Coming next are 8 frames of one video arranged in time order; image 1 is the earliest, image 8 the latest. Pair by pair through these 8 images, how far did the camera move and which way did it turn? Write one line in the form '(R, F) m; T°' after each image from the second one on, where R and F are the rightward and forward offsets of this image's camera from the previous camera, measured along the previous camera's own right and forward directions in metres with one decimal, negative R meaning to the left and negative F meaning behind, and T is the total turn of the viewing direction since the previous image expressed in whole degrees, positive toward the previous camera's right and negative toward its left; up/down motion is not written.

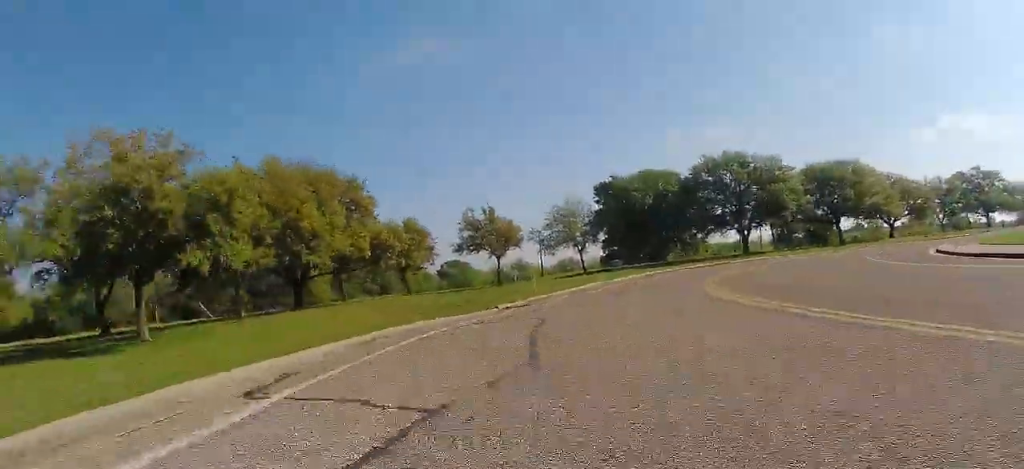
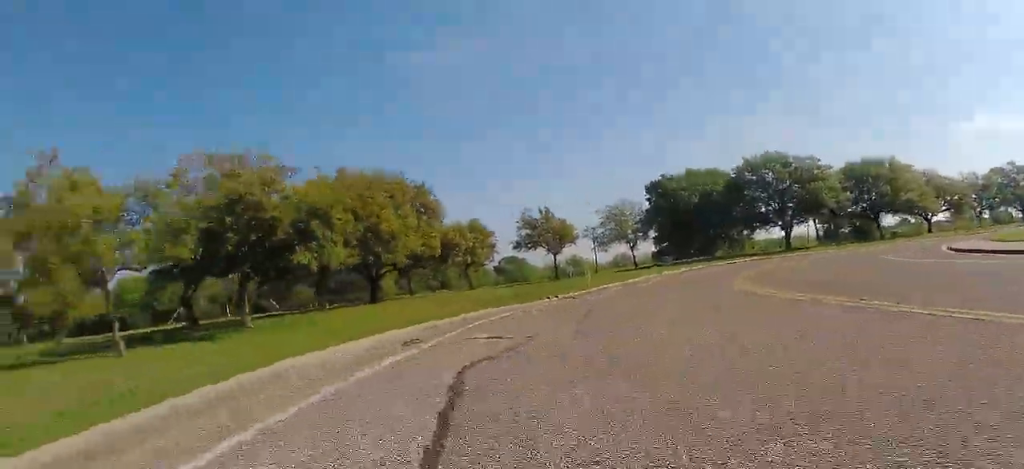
(0.0, +3.6) m; -4°
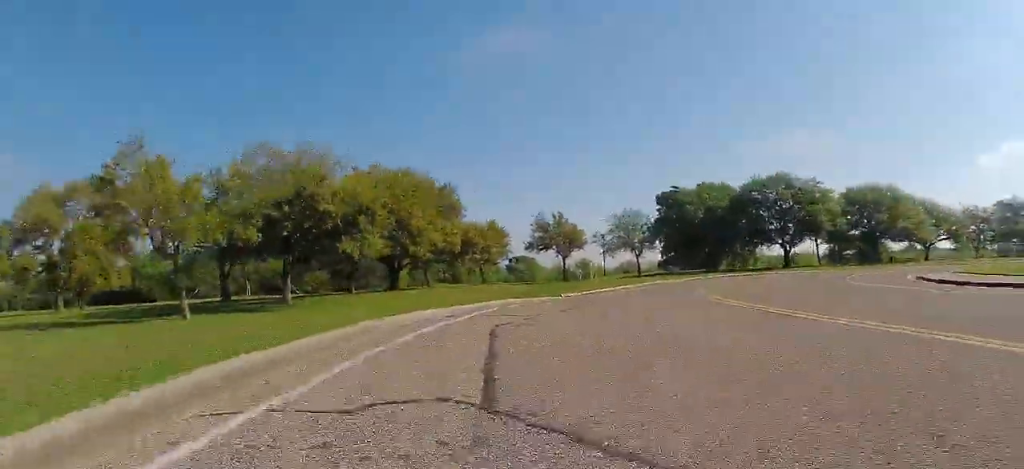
(+0.2, +3.6) m; -5°
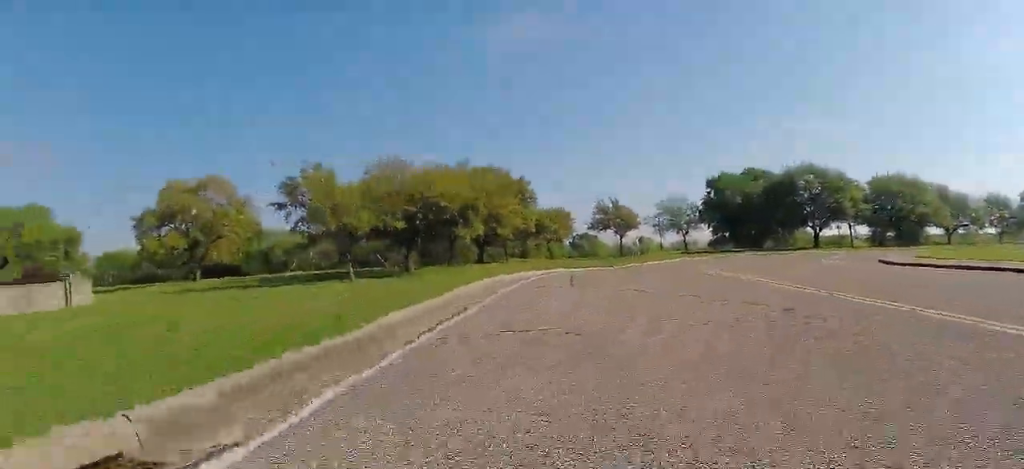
(-1.8, +10.2) m; -13°
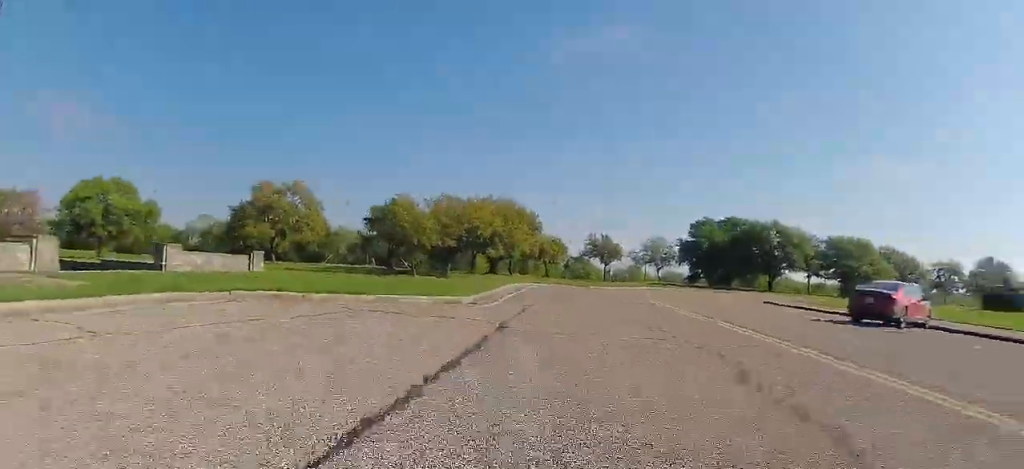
(-0.9, +16.7) m; -5°
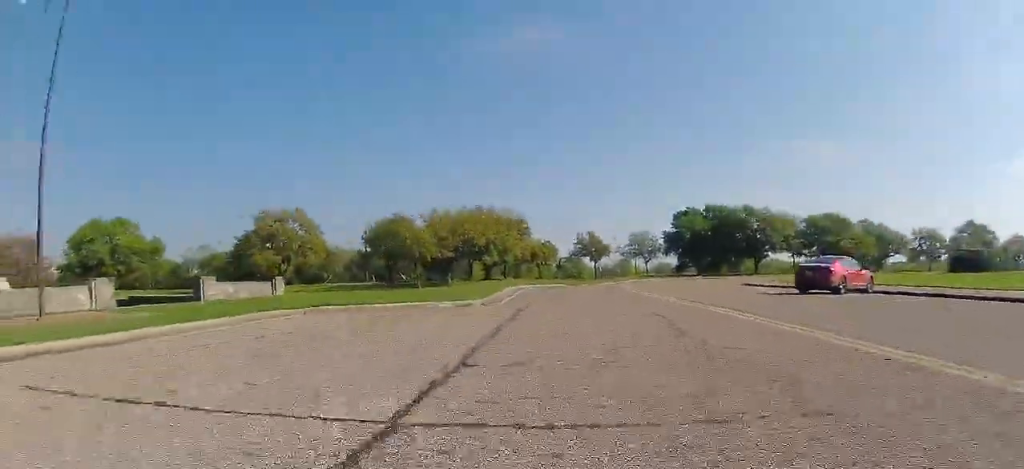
(0.0, +4.1) m; 0°
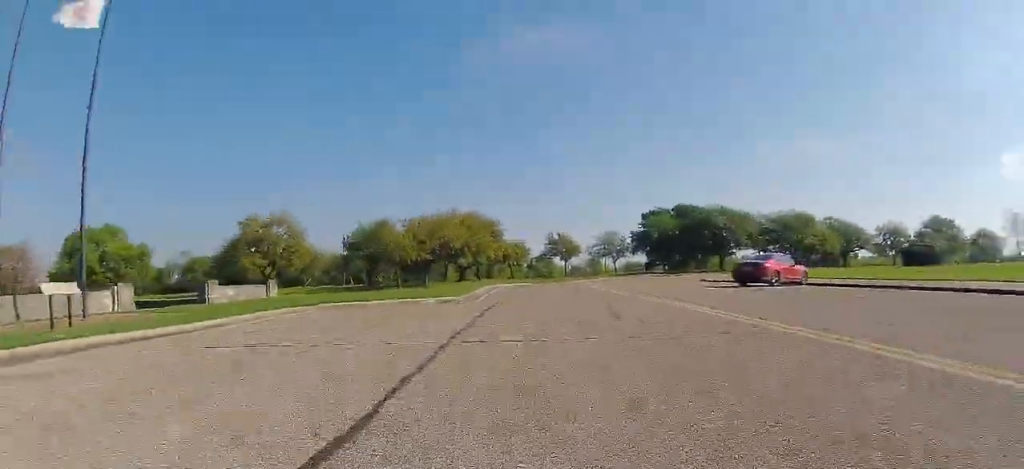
(0.0, +3.6) m; +1°
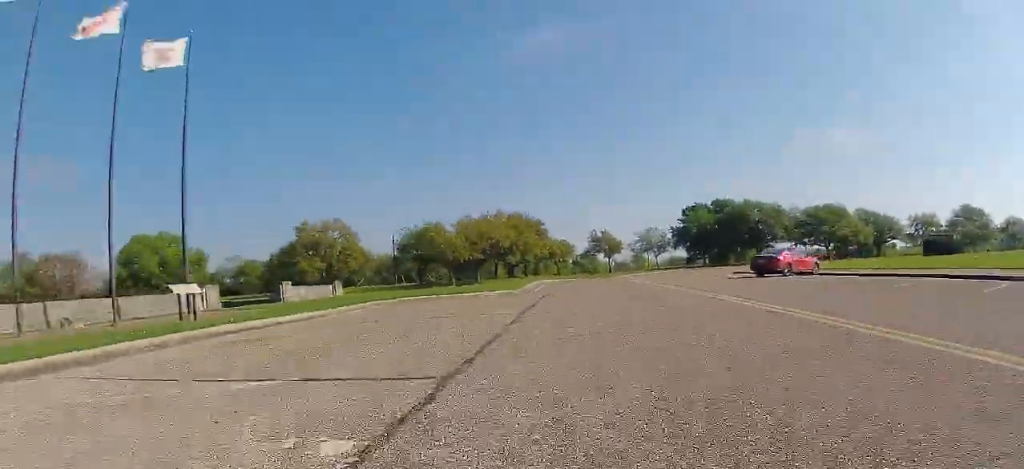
(+0.1, +3.8) m; +1°
